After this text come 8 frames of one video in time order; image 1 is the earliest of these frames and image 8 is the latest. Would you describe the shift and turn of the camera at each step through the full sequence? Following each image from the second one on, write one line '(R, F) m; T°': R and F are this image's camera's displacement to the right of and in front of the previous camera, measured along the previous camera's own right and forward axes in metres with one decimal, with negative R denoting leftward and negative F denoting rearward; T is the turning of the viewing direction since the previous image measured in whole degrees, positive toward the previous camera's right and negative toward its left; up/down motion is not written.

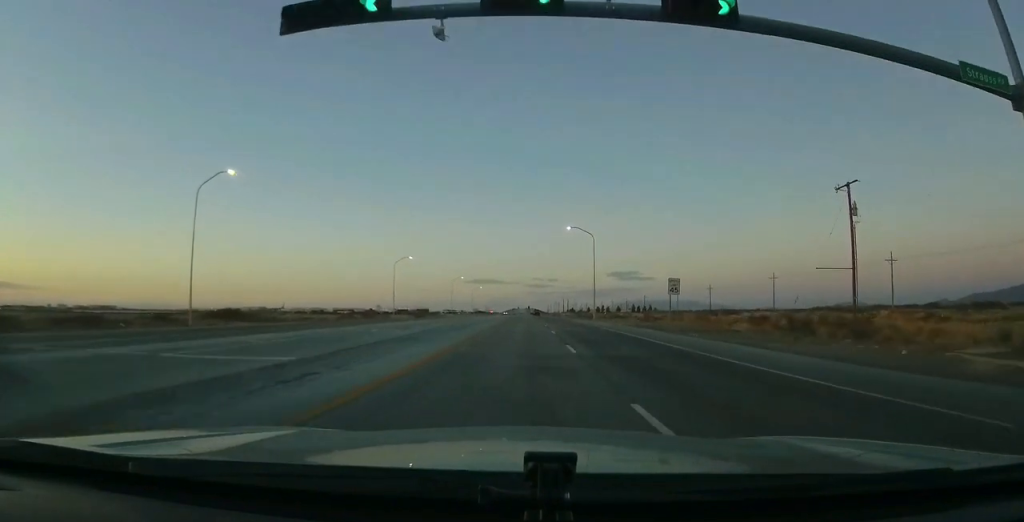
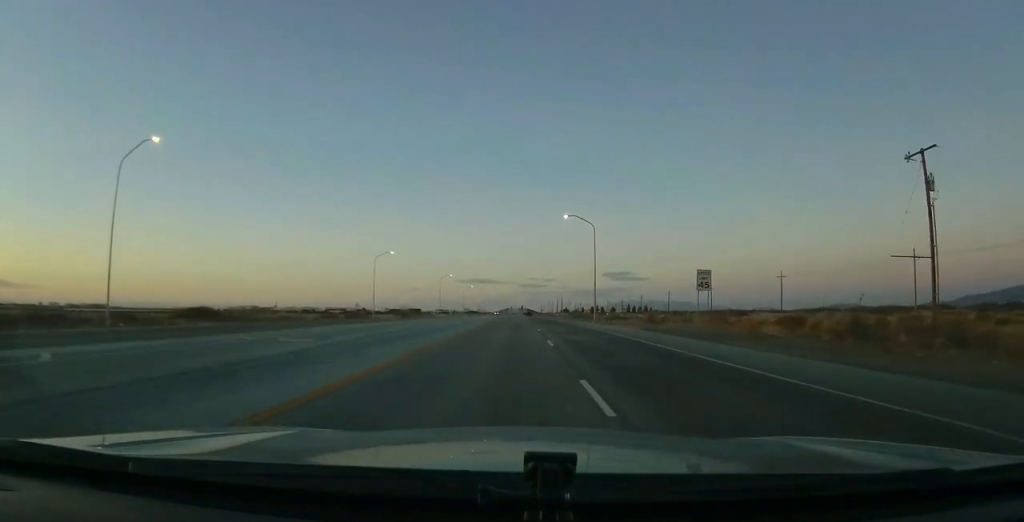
(0.0, +10.1) m; +1°
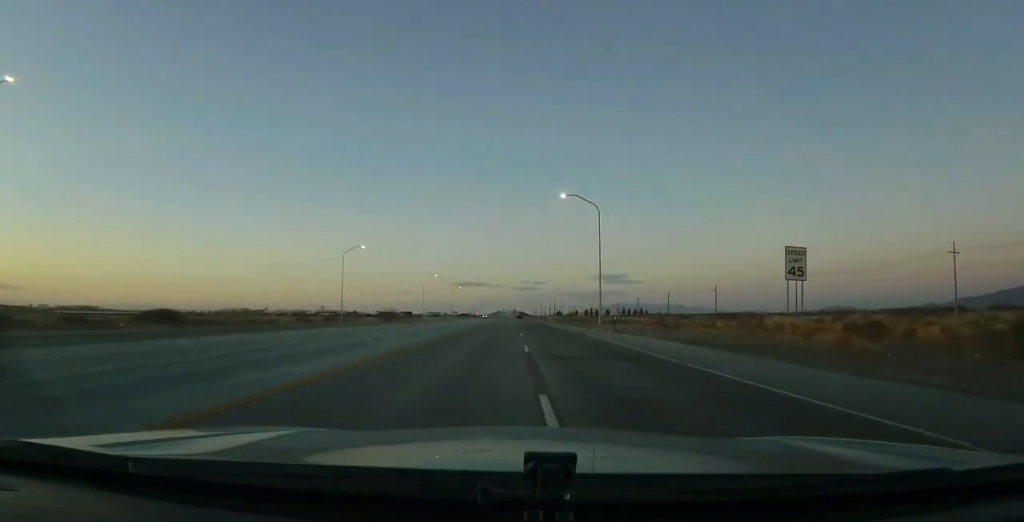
(+0.1, +14.0) m; 0°
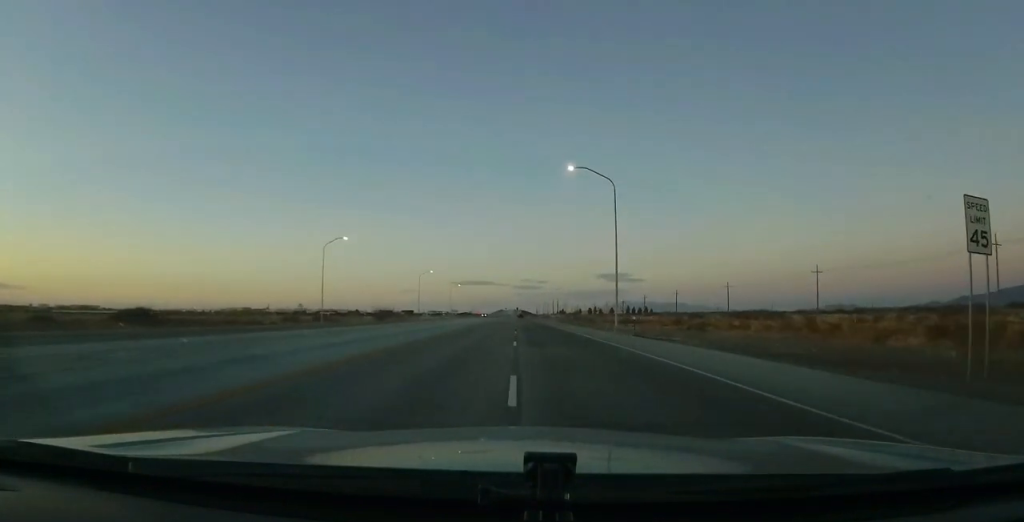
(+0.3, +9.9) m; 0°
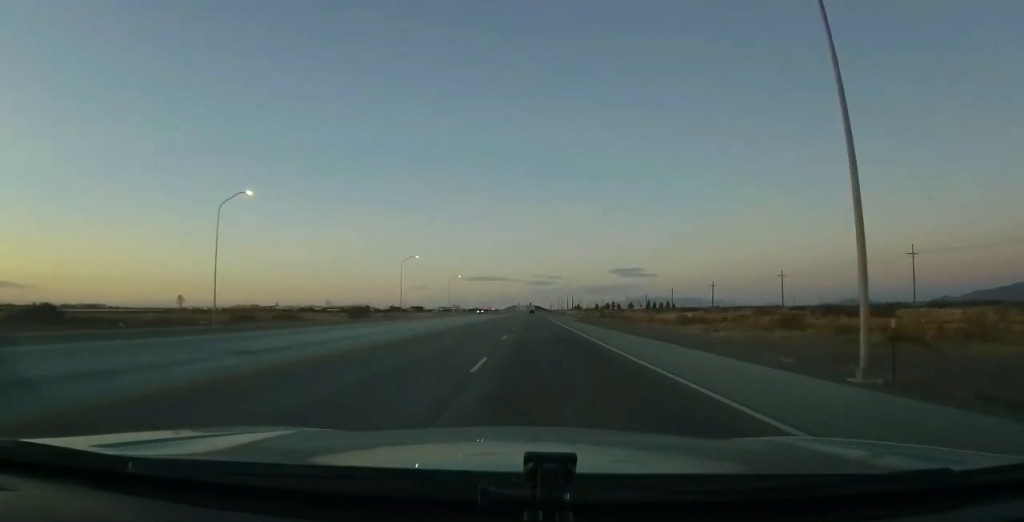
(-0.9, +33.5) m; -3°
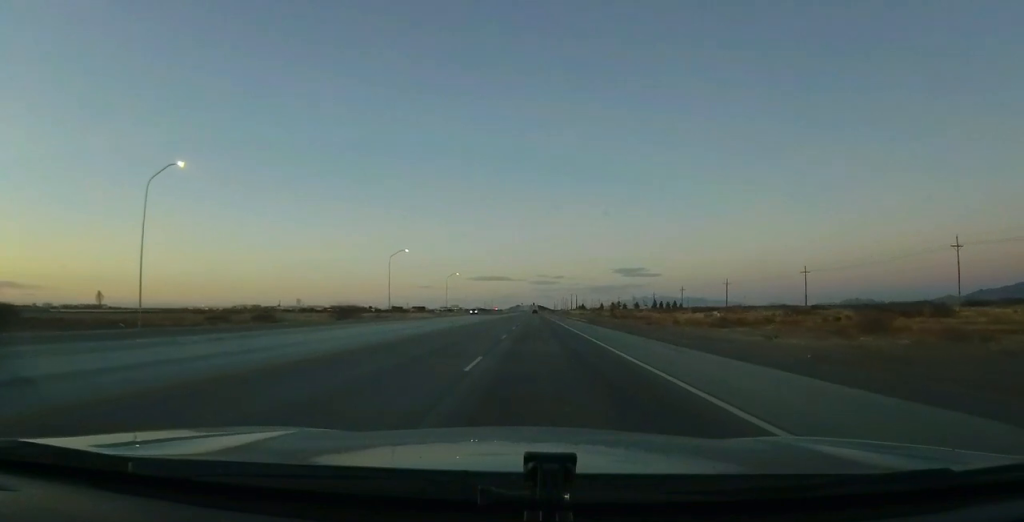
(-0.1, +12.4) m; -1°
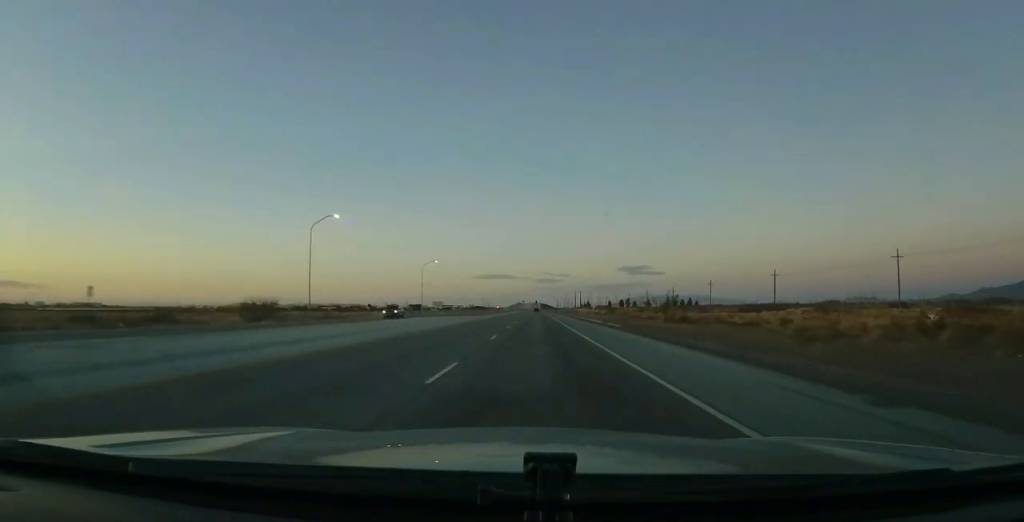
(-0.6, +39.4) m; -1°
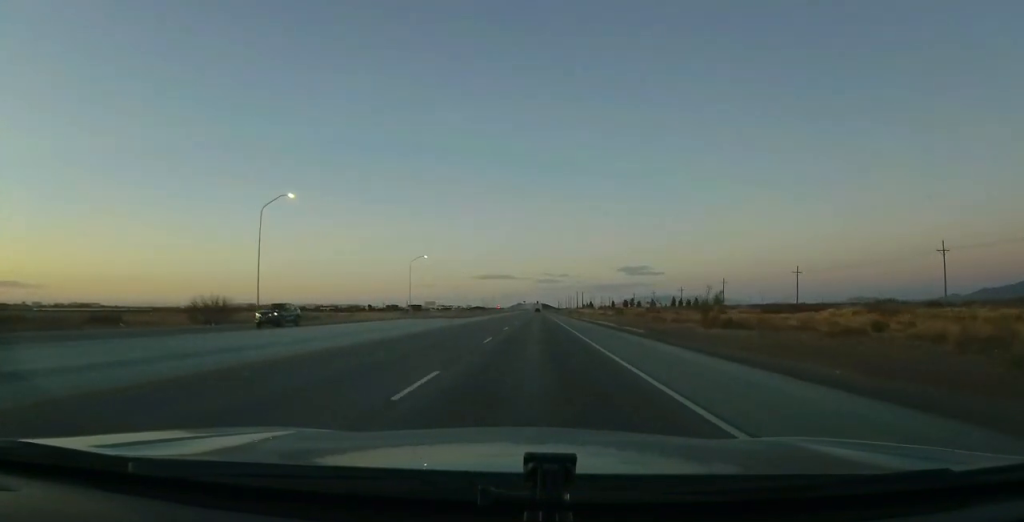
(0.0, +13.8) m; 0°
